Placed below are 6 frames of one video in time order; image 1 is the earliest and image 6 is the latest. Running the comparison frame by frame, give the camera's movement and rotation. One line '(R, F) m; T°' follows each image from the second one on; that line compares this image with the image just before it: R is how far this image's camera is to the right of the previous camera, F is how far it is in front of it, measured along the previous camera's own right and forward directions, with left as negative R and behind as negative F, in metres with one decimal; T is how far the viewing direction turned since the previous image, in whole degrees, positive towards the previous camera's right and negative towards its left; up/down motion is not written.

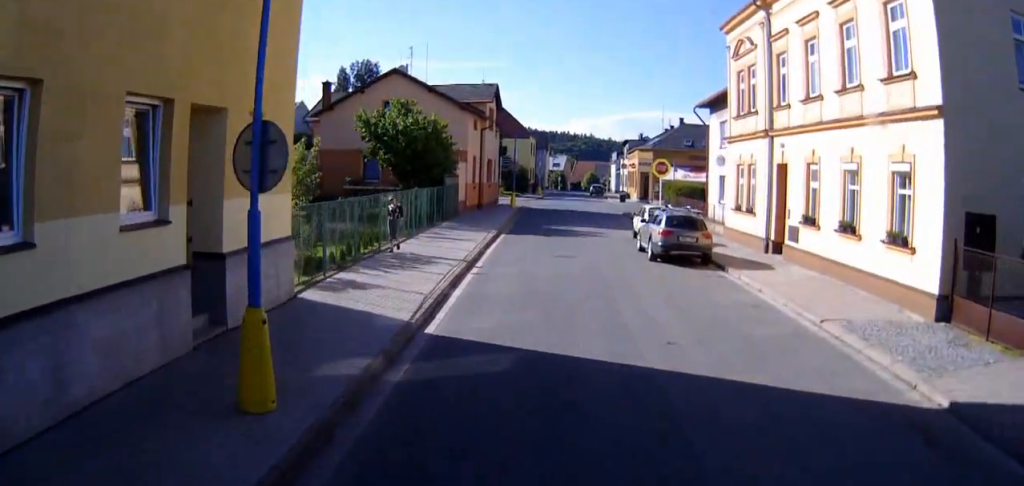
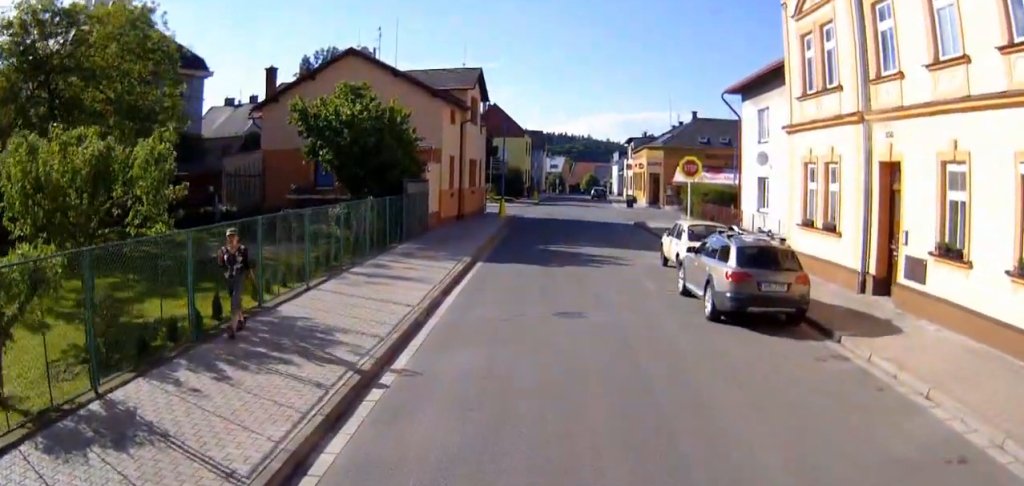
(0.0, +13.1) m; 0°
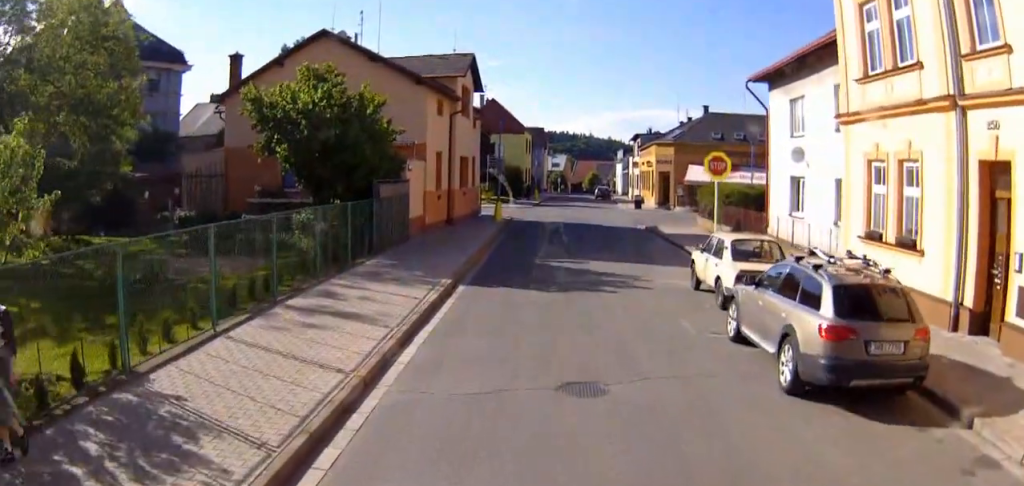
(0.0, +7.6) m; +2°
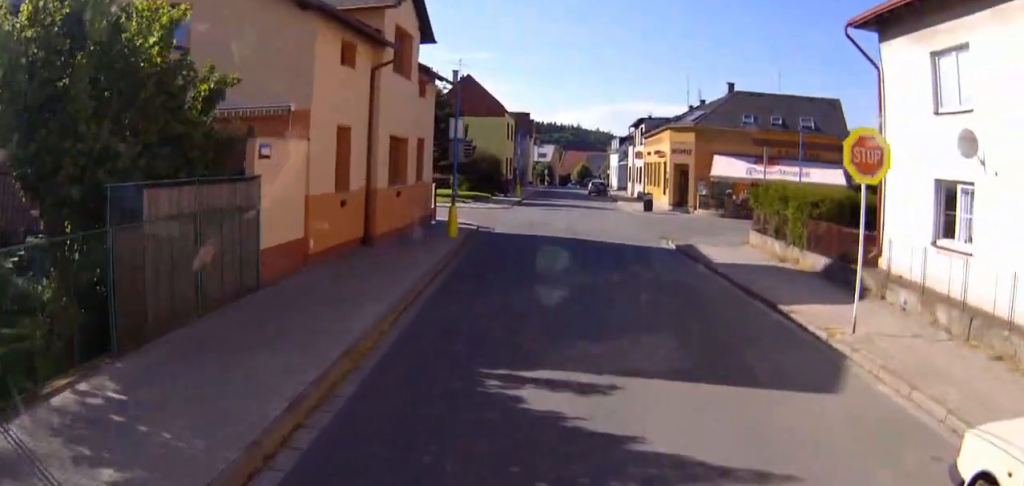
(+1.2, +21.6) m; +7°
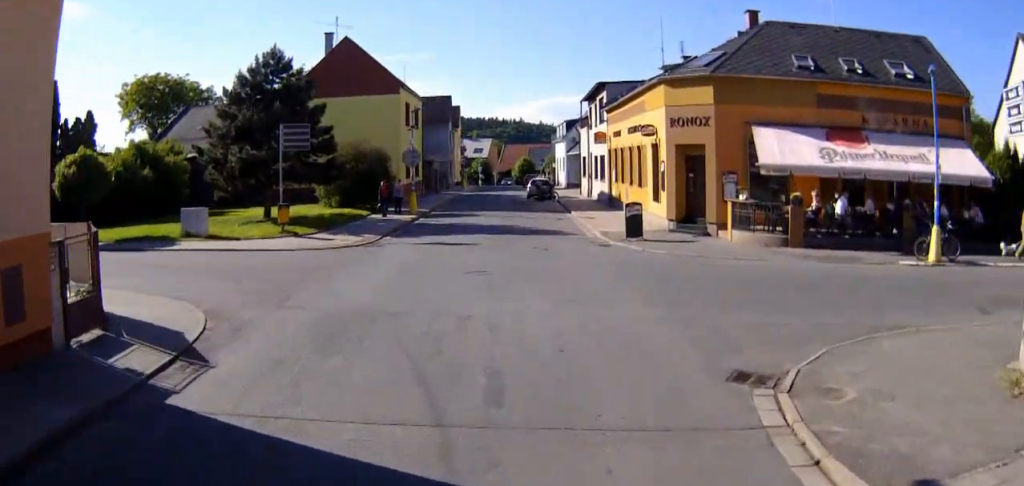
(+4.6, +29.0) m; +16°
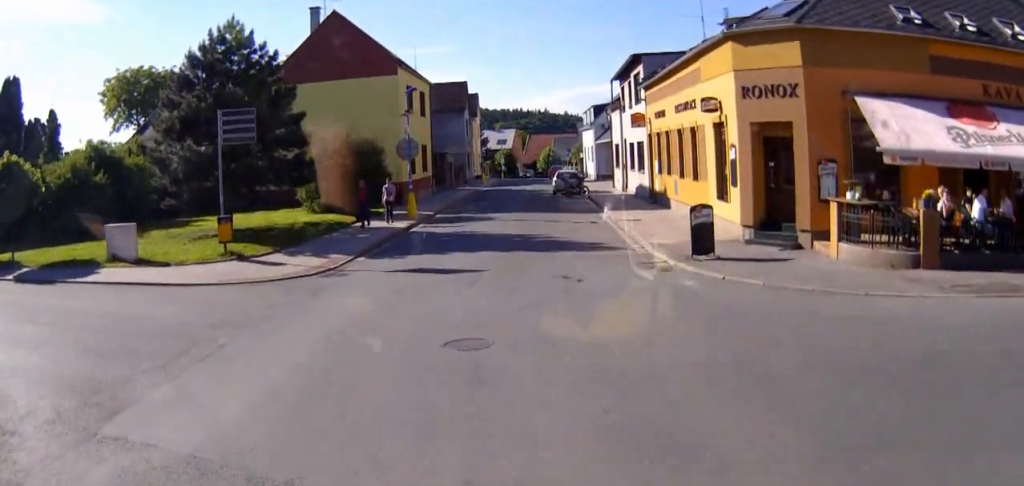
(-0.1, +11.4) m; -6°
